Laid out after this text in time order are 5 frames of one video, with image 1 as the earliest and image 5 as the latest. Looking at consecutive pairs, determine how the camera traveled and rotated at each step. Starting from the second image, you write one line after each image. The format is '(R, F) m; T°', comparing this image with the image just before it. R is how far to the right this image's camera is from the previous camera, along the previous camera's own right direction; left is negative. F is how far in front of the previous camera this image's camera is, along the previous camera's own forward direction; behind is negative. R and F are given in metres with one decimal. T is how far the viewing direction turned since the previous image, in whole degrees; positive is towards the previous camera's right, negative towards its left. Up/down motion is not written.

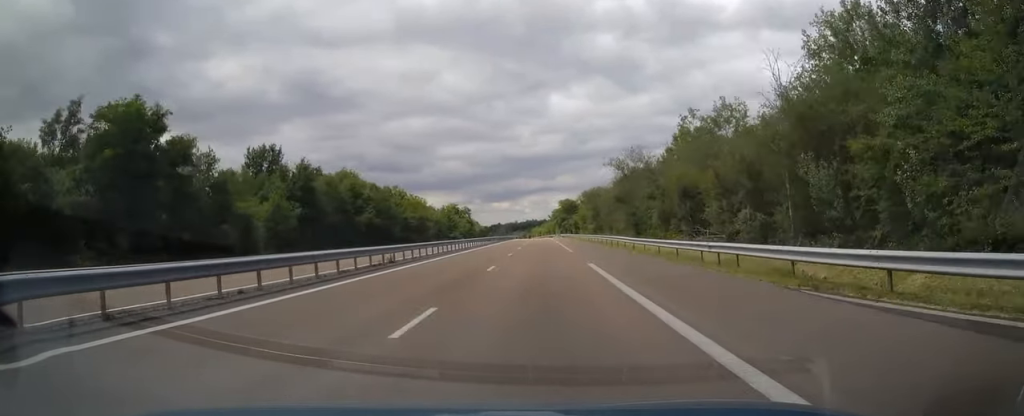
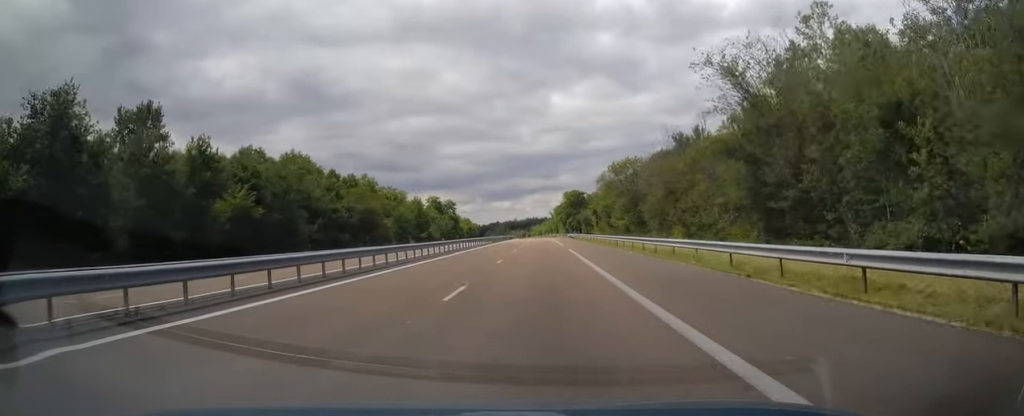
(-0.2, +35.4) m; 0°
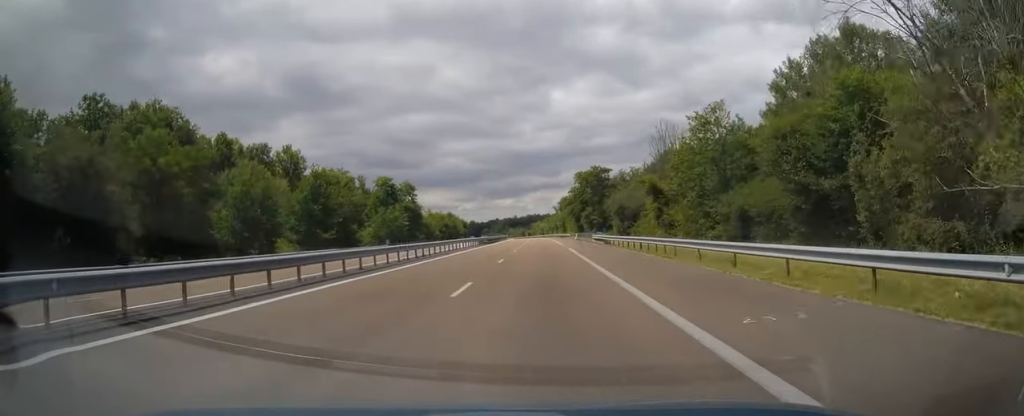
(+0.2, +52.1) m; 0°
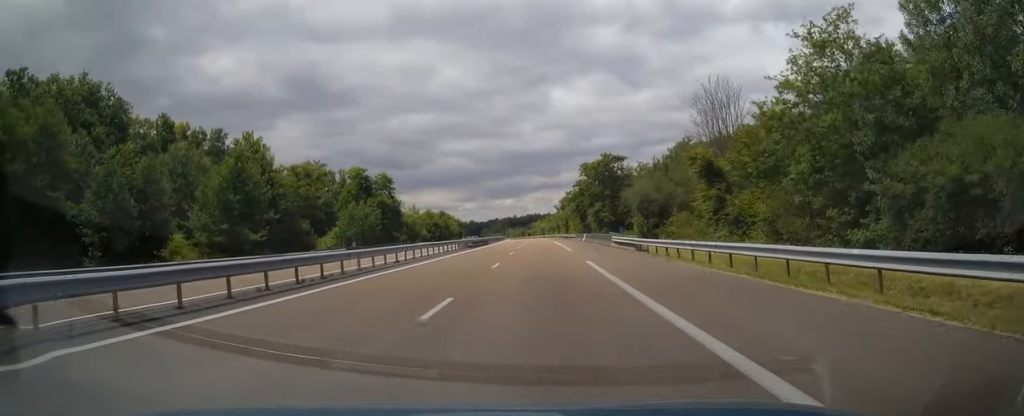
(+0.2, +16.2) m; 0°
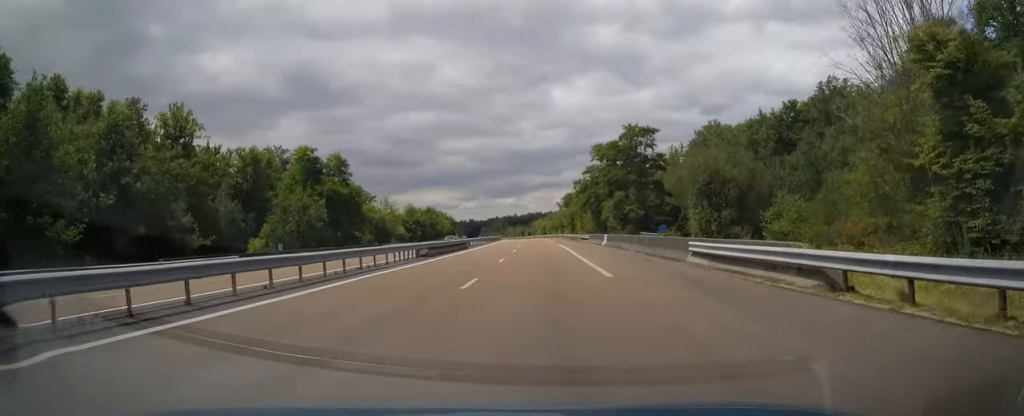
(-0.2, +21.6) m; 0°
